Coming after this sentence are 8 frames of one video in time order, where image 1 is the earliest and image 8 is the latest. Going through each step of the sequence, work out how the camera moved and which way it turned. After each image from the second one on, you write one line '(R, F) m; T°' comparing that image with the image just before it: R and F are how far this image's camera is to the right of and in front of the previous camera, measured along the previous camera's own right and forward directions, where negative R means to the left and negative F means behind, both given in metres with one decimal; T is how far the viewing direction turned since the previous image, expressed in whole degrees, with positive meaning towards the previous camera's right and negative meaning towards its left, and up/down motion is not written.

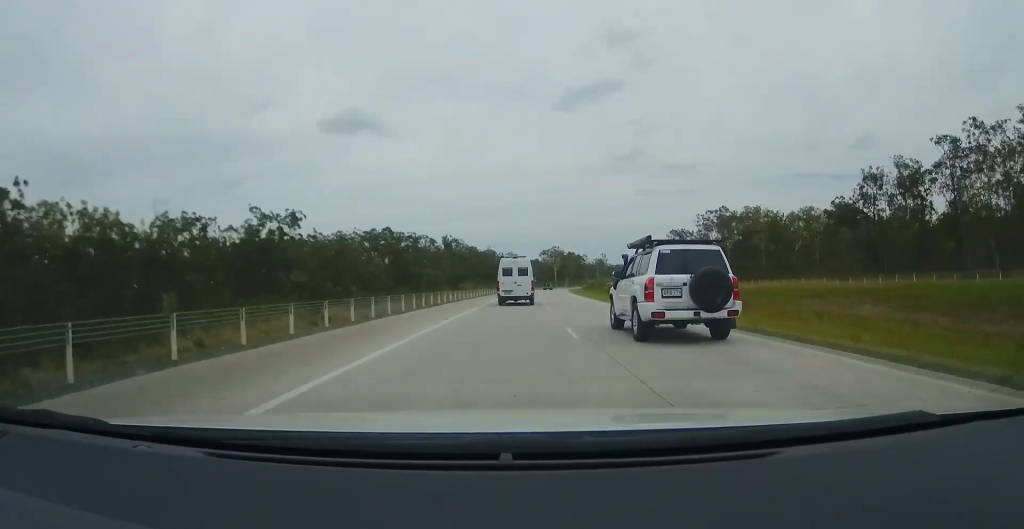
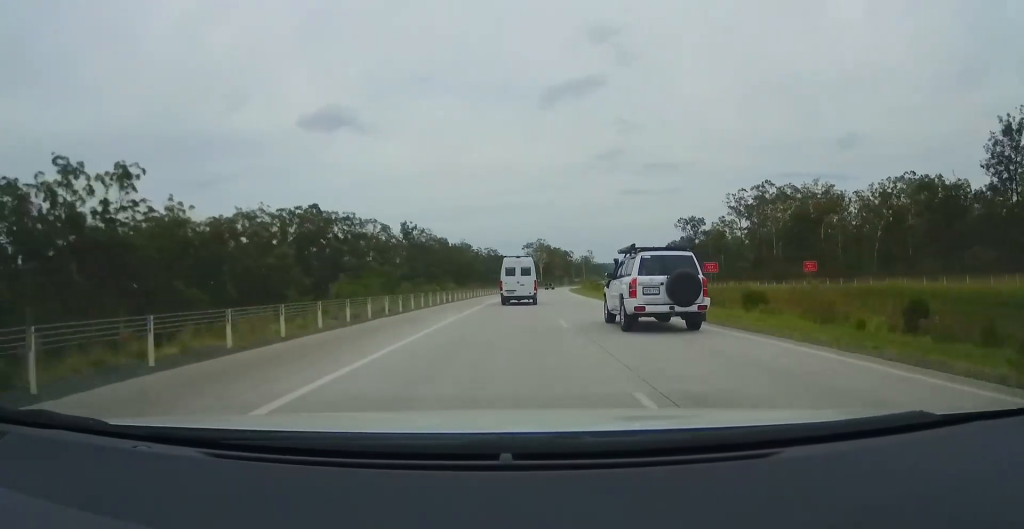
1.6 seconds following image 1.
(+0.4, +45.7) m; +2°
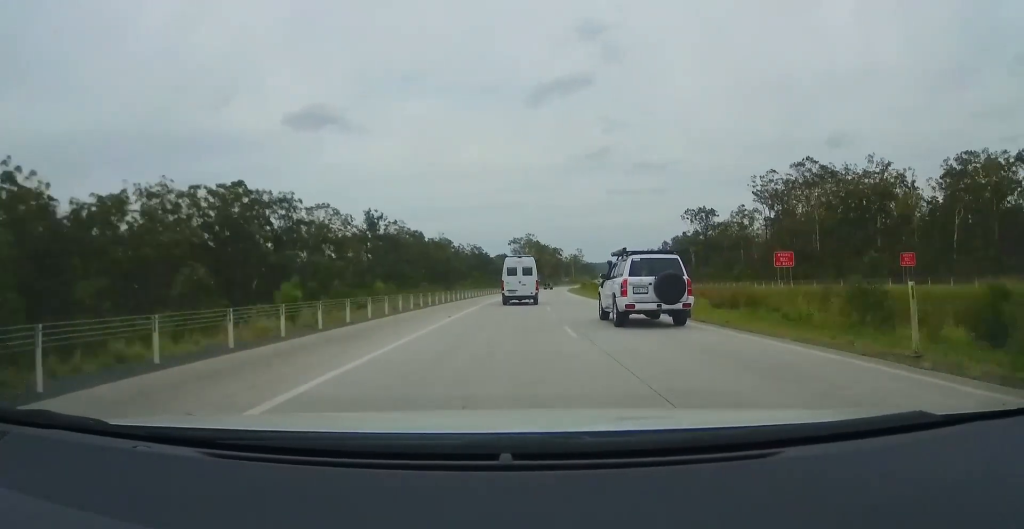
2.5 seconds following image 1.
(+0.4, +26.9) m; +1°
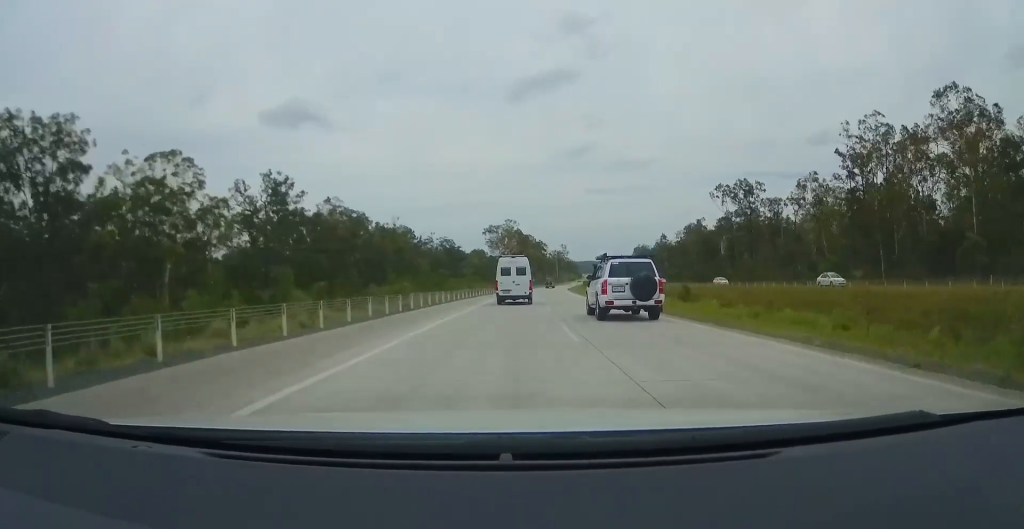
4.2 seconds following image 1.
(+0.9, +50.8) m; +2°
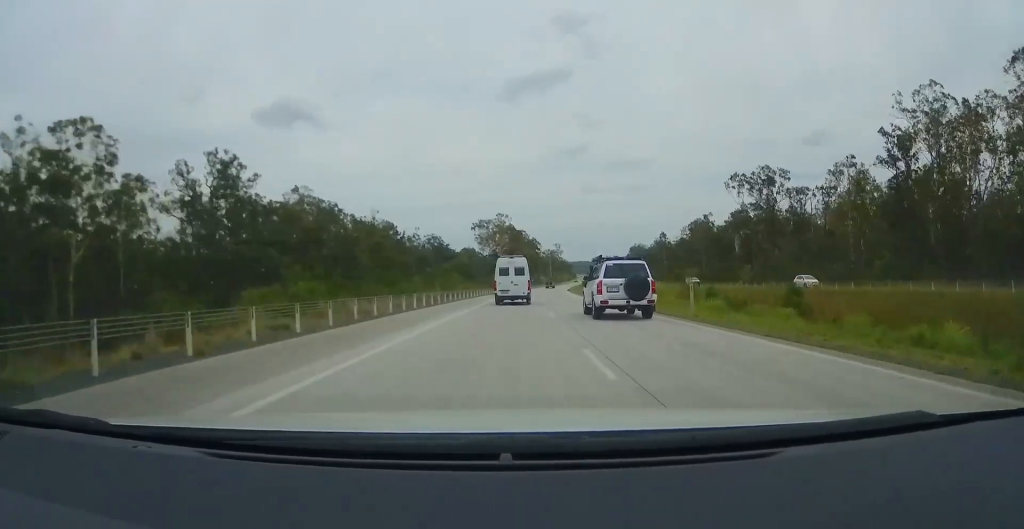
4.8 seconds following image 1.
(+0.2, +16.5) m; +1°
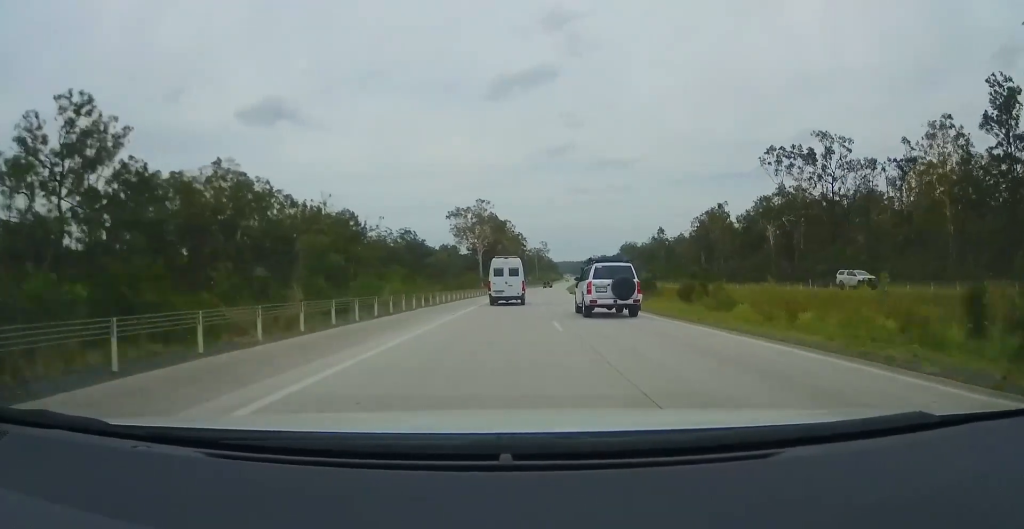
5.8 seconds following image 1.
(+0.4, +29.2) m; +1°
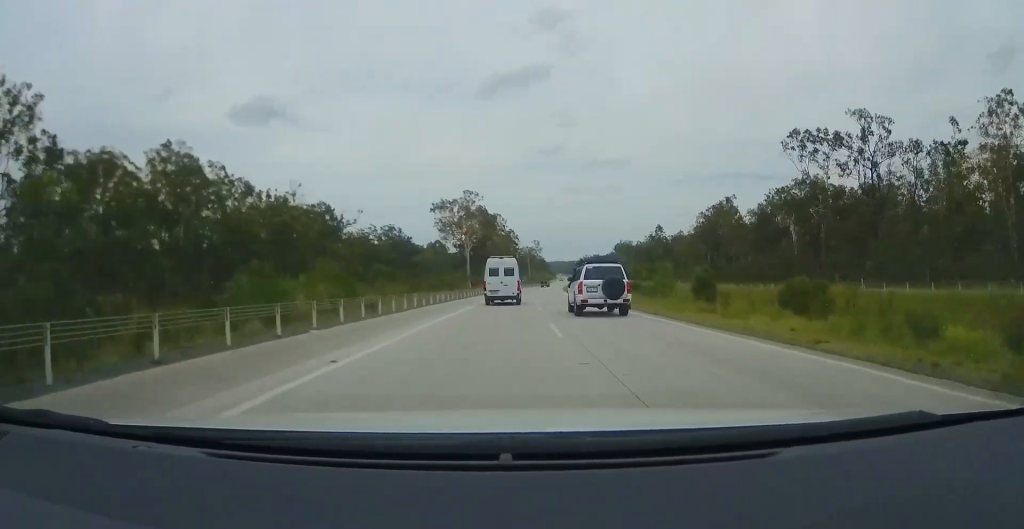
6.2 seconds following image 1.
(+0.1, +14.0) m; +1°
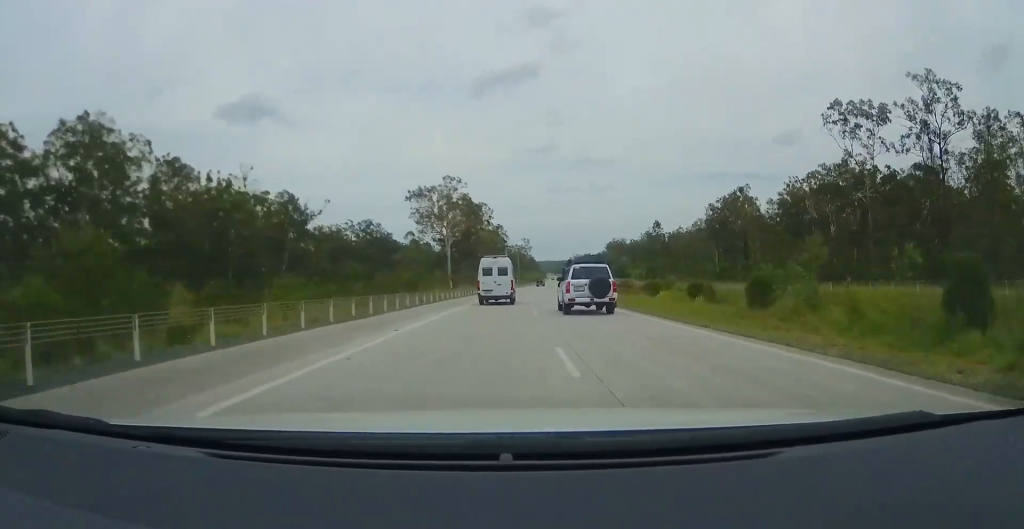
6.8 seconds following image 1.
(0.0, +17.7) m; +1°
